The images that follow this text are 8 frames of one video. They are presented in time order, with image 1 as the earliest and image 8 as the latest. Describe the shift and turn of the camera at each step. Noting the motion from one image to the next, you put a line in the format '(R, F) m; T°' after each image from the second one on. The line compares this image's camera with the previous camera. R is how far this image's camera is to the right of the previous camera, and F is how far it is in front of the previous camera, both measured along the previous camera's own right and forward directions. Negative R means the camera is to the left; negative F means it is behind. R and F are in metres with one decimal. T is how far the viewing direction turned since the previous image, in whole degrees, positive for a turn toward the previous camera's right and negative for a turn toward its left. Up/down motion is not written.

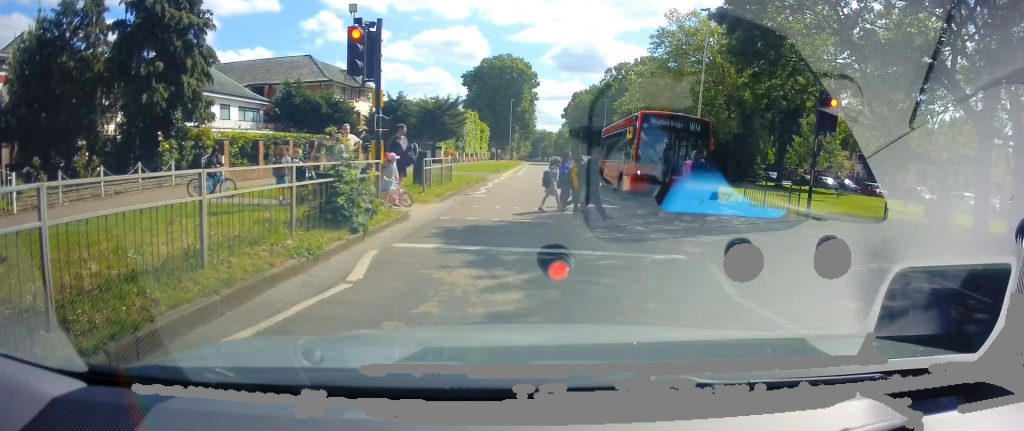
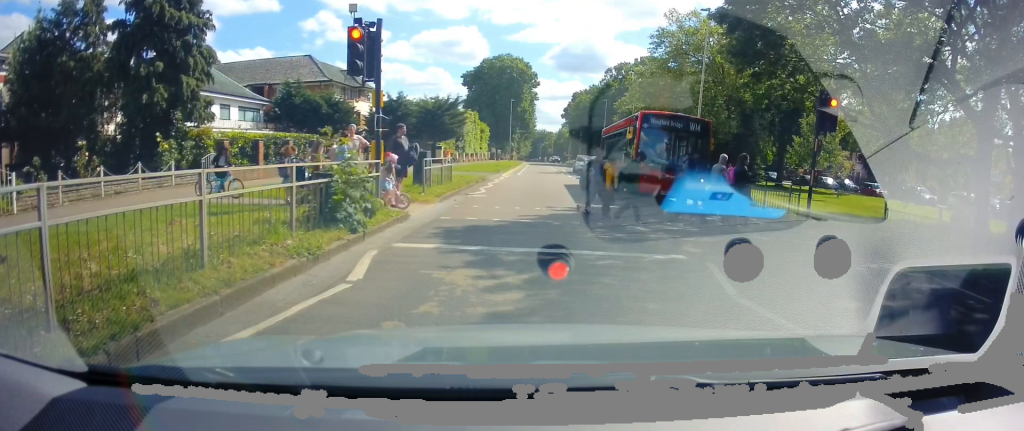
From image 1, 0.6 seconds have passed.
(0.0, 0.0) m; 0°
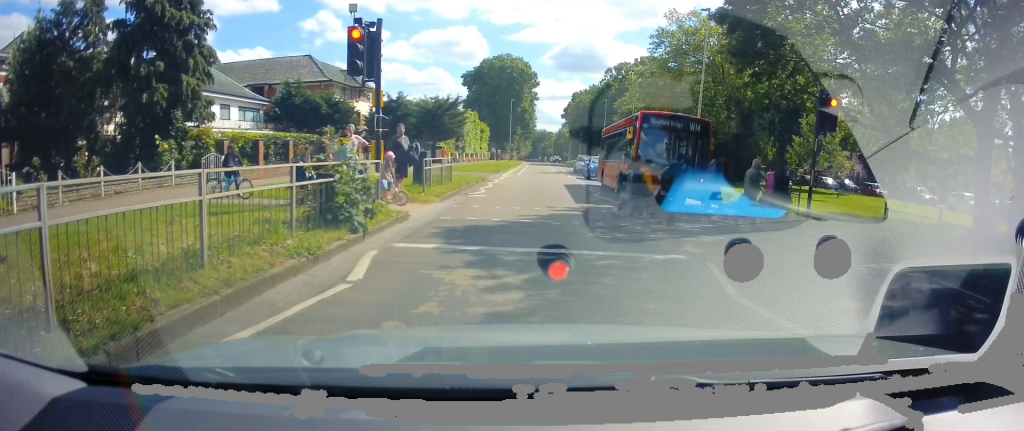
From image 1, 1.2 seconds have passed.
(0.0, 0.0) m; 0°
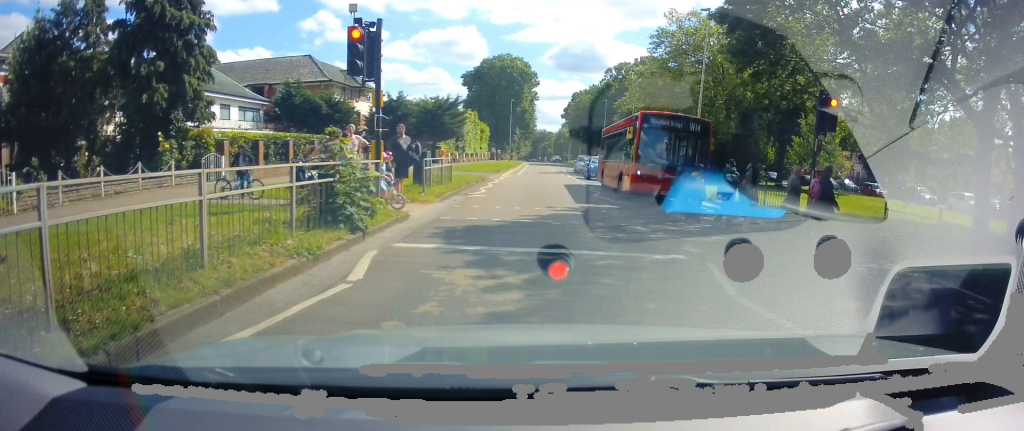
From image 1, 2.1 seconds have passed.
(0.0, 0.0) m; 0°
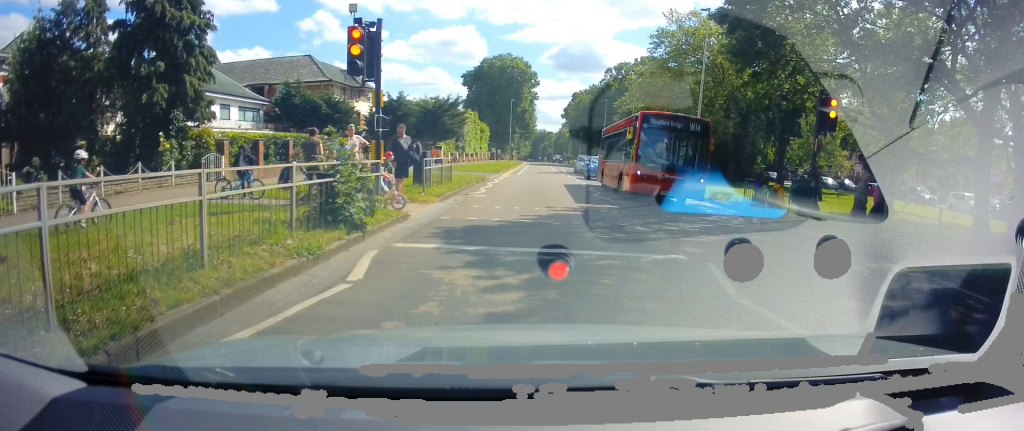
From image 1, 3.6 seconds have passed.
(0.0, 0.0) m; 0°
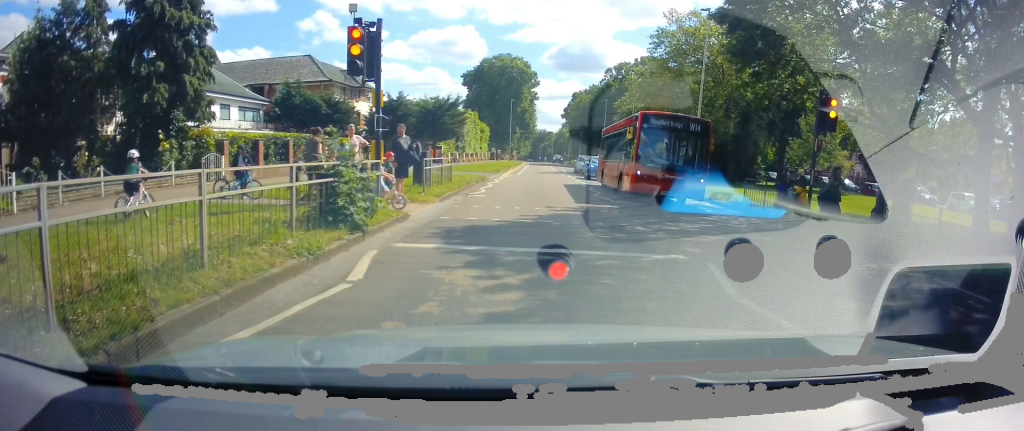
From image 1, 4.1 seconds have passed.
(0.0, 0.0) m; 0°
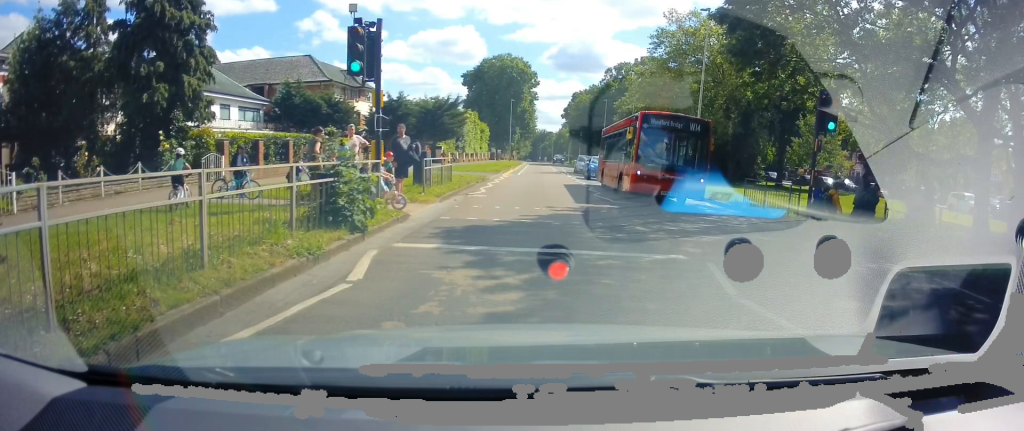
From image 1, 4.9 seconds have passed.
(0.0, 0.0) m; 0°
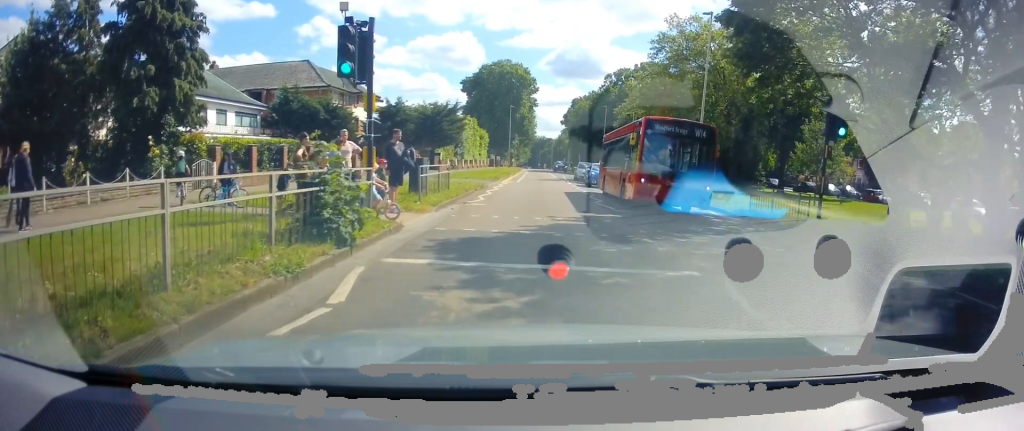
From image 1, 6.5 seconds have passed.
(0.0, +1.5) m; 0°
